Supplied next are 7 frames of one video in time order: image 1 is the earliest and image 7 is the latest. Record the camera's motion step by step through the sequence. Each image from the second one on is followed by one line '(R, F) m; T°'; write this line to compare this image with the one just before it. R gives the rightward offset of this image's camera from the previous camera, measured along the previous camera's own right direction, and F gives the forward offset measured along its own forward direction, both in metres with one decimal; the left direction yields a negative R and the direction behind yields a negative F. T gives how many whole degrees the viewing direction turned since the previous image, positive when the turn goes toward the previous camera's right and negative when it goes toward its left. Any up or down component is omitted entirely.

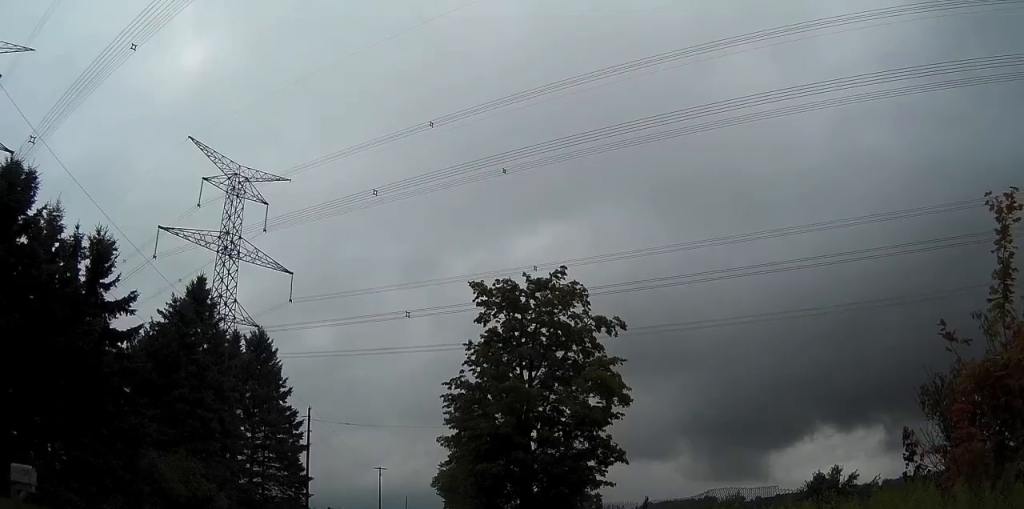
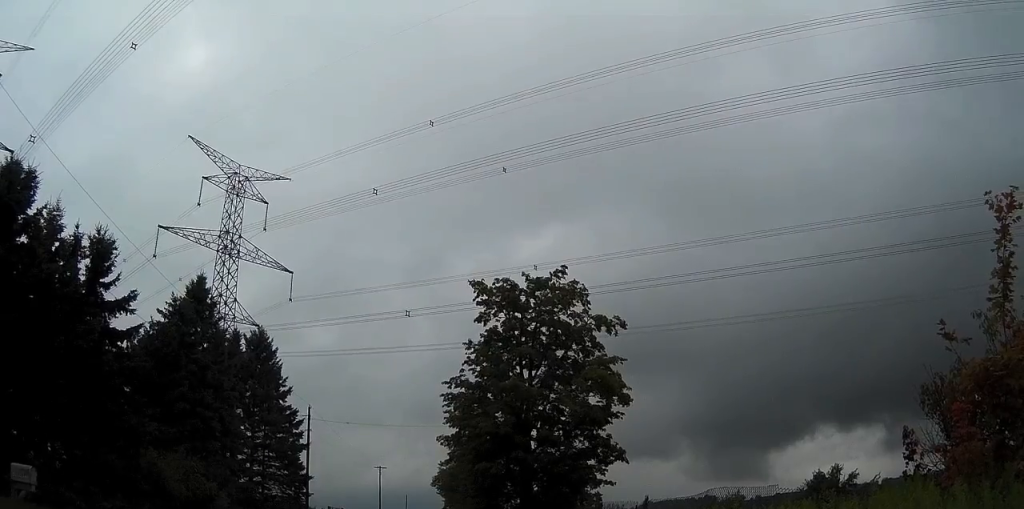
(0.0, 0.0) m; 0°
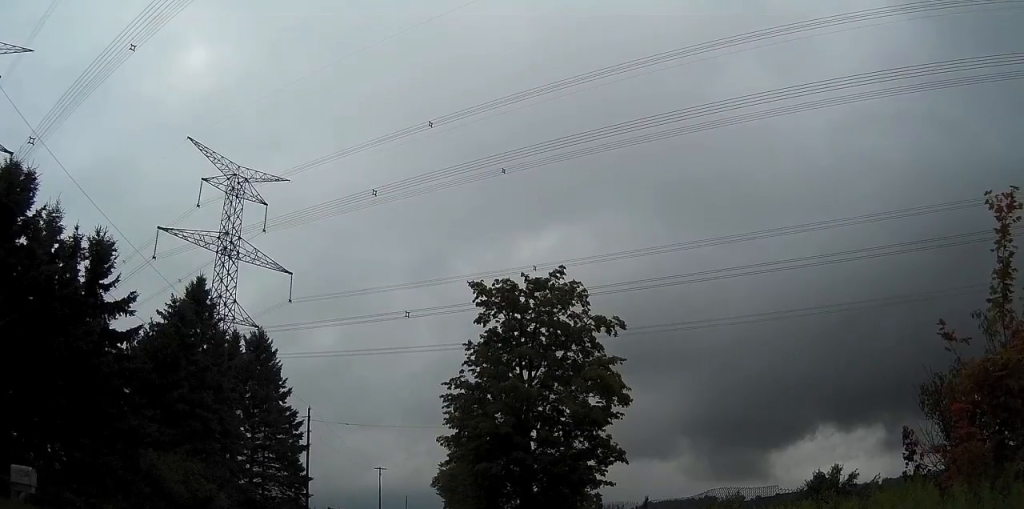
(0.0, 0.0) m; 0°
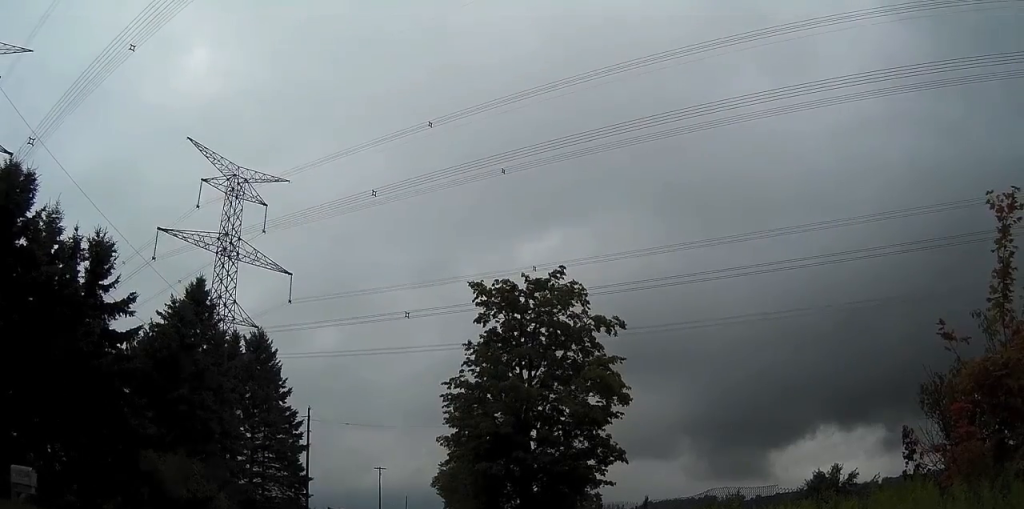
(0.0, 0.0) m; 0°
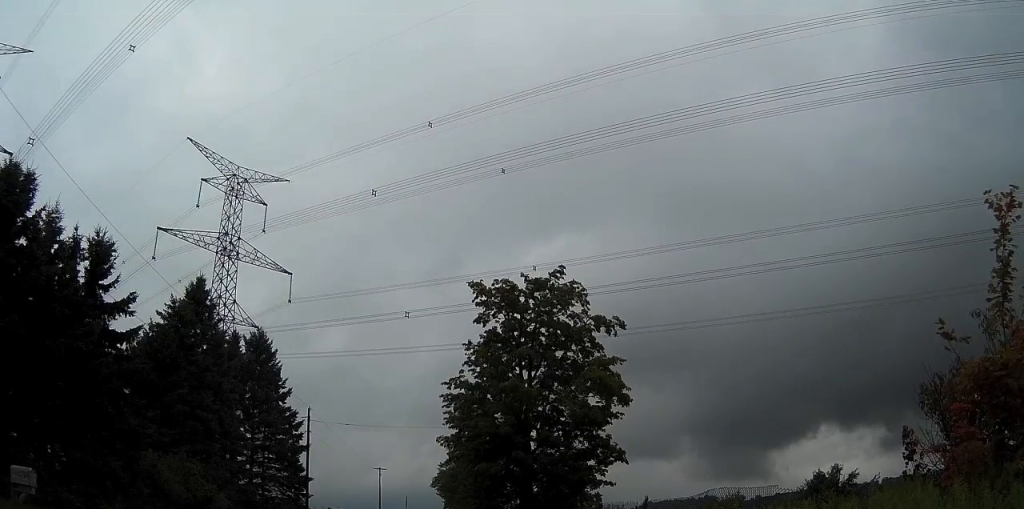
(0.0, 0.0) m; 0°
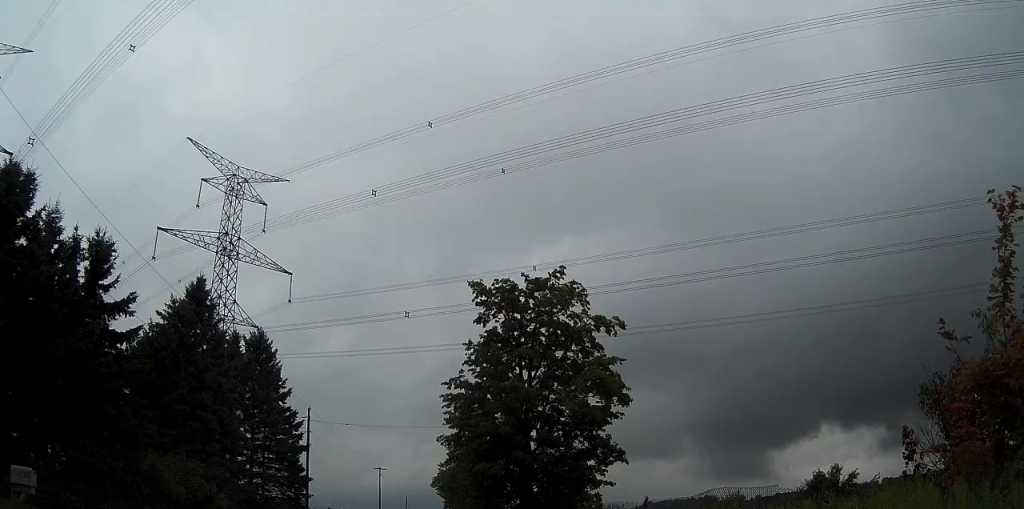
(0.0, 0.0) m; 0°
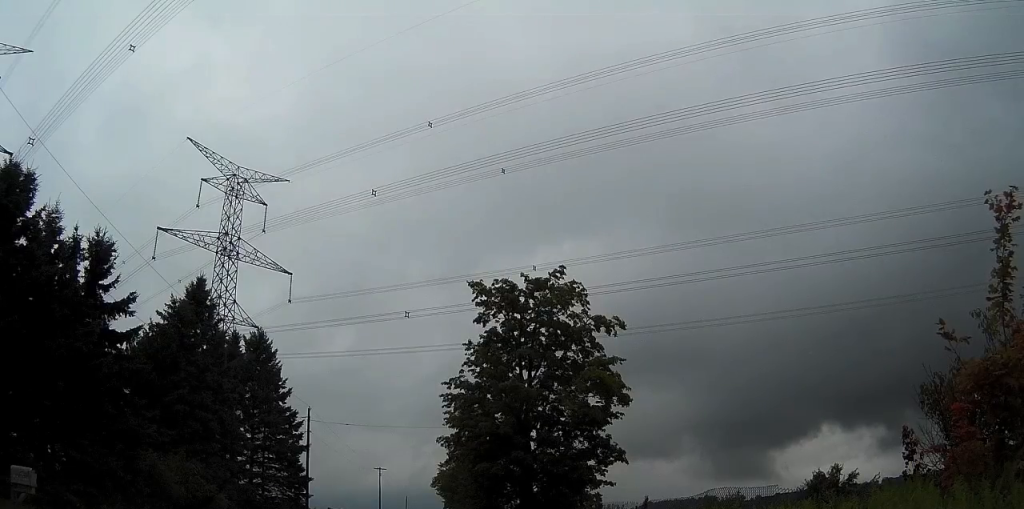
(0.0, 0.0) m; 0°
